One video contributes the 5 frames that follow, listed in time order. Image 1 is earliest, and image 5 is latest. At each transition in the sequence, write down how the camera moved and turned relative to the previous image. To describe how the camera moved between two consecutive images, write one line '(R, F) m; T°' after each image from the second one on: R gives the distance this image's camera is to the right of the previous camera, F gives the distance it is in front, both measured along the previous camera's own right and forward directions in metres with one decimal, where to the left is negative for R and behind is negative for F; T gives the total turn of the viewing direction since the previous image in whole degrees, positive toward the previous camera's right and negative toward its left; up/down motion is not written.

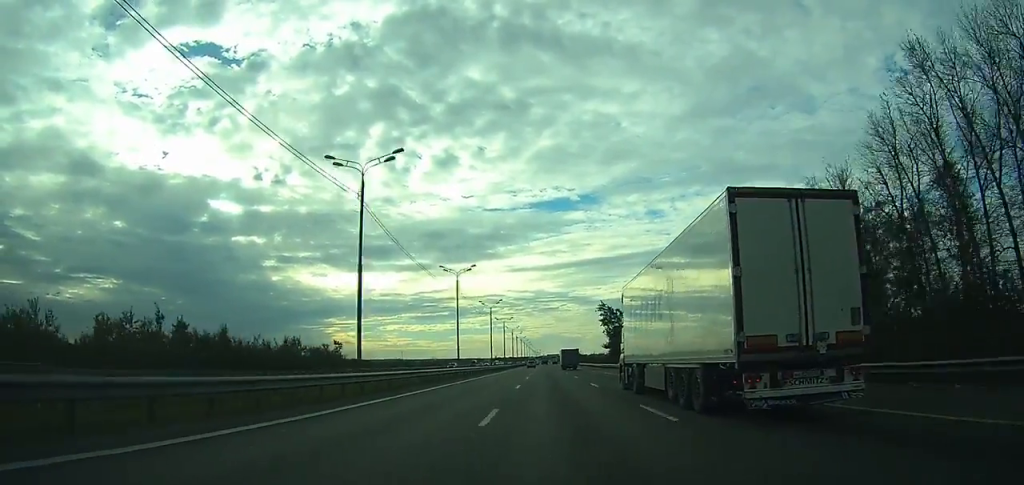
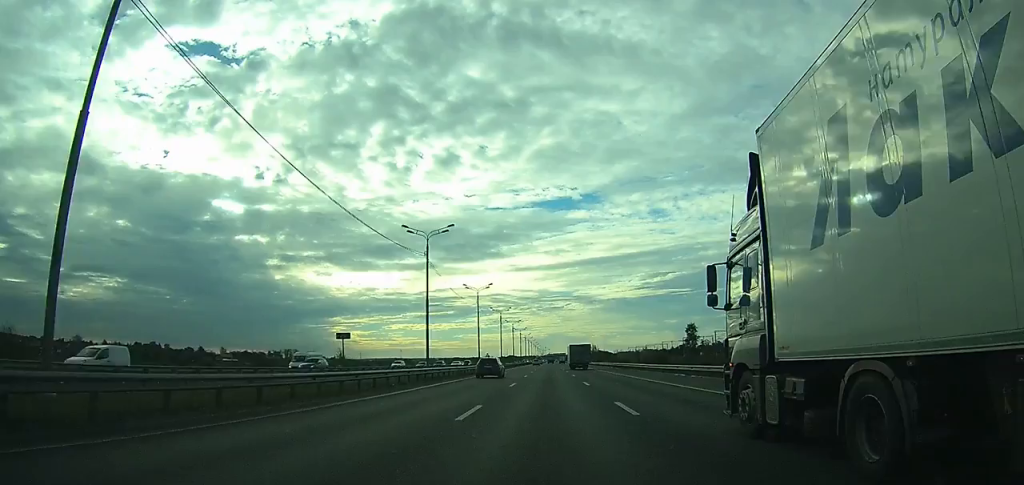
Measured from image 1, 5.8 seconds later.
(-1.0, +161.1) m; -1°
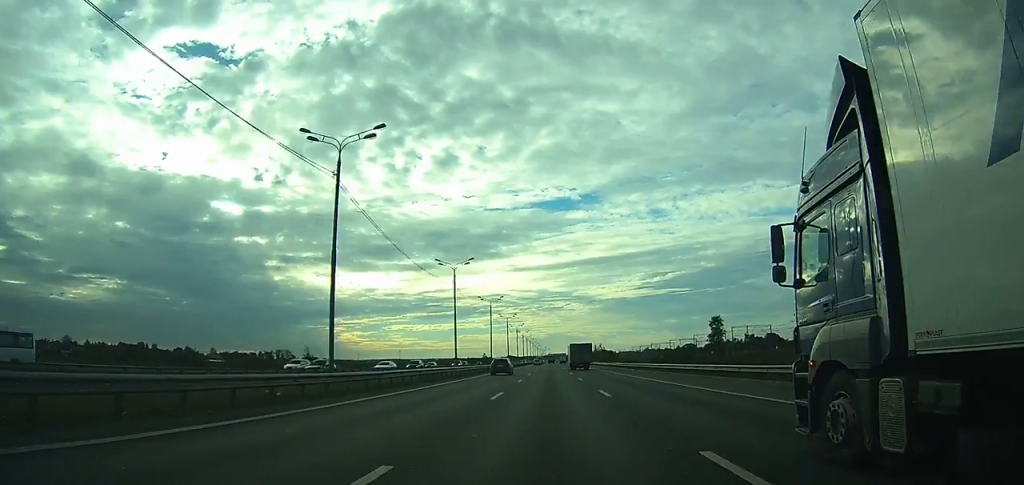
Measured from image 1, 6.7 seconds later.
(-0.1, +27.7) m; 0°
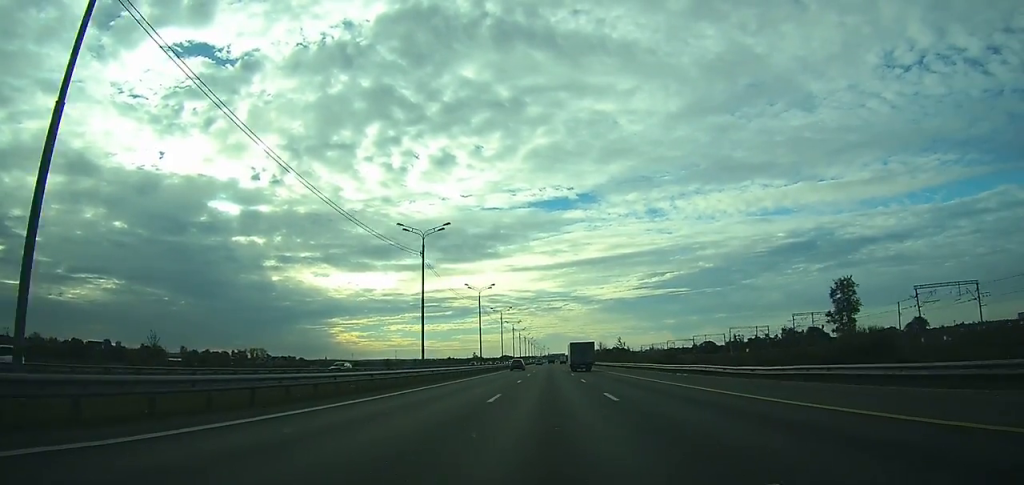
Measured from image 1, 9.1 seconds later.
(+0.1, +67.7) m; 0°
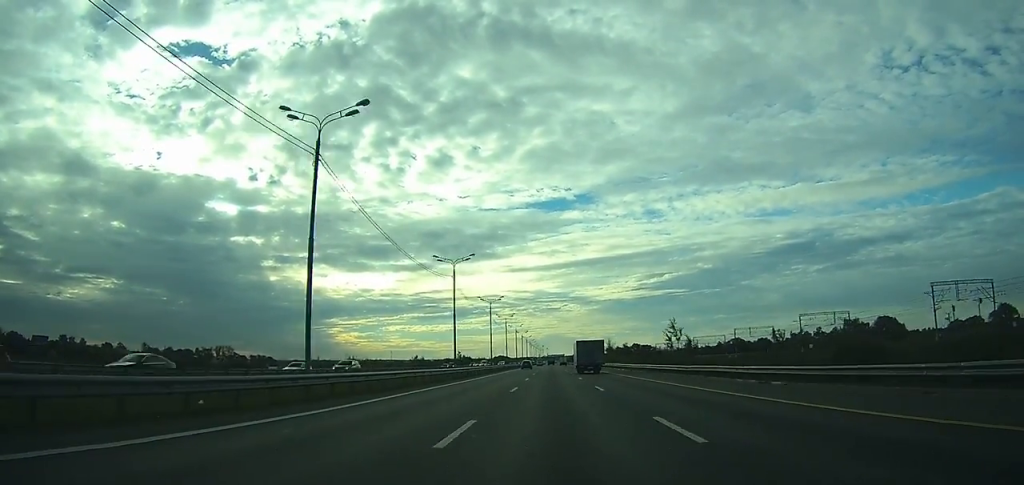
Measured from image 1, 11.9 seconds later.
(+0.2, +67.6) m; 0°
